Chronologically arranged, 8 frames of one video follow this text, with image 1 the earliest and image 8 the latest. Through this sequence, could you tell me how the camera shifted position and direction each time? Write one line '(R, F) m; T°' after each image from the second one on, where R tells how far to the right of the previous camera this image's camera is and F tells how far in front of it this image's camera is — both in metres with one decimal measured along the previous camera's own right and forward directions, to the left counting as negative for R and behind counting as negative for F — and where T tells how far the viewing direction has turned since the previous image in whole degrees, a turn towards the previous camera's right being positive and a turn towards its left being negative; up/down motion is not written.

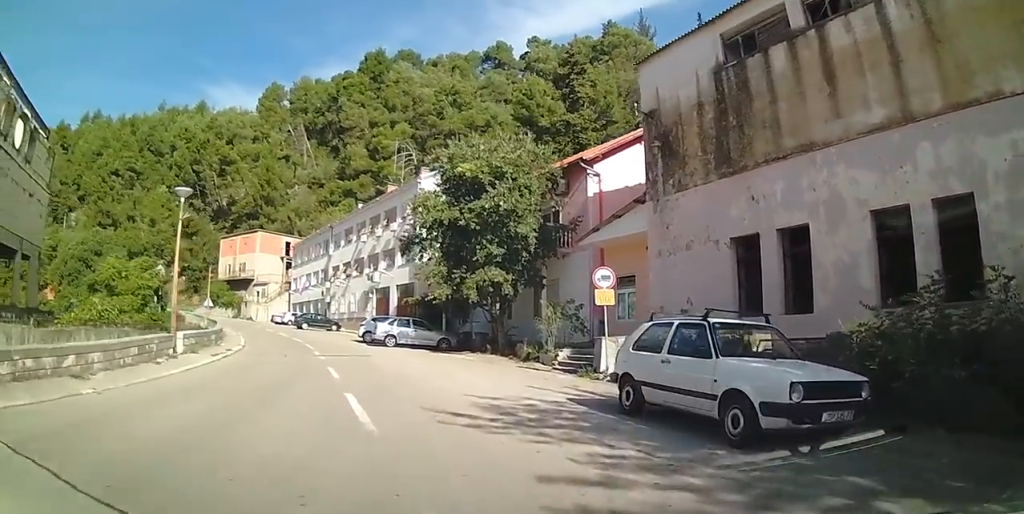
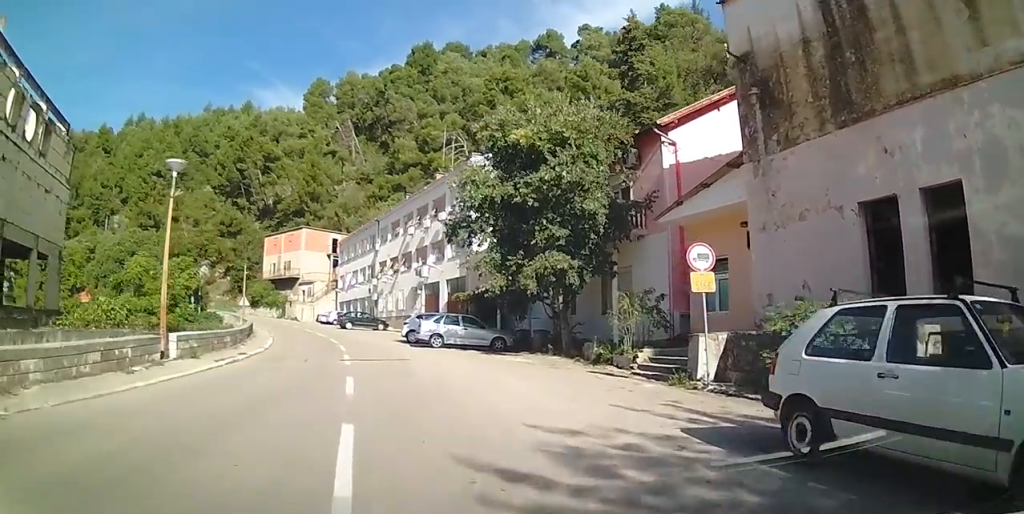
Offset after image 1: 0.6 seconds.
(-0.3, +2.9) m; -5°
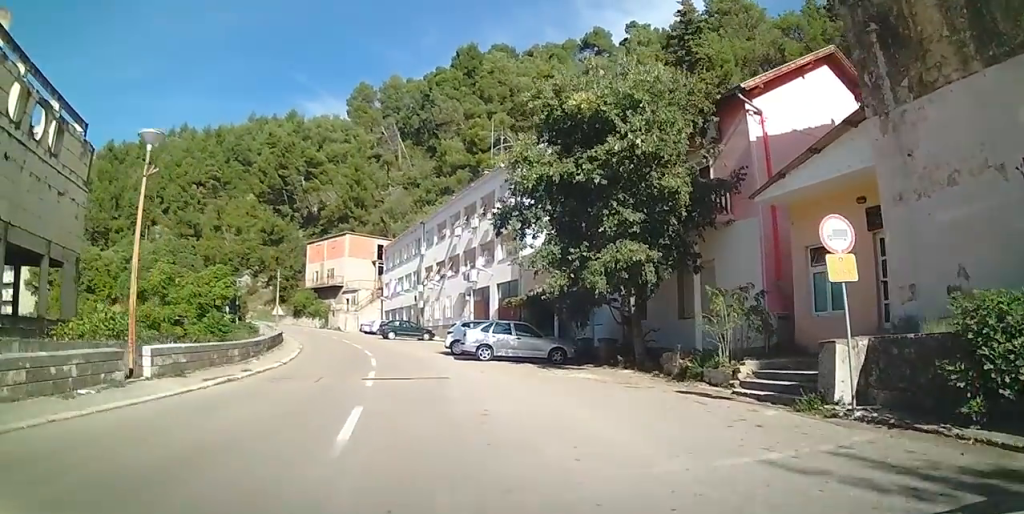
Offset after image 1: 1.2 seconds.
(-0.2, +3.1) m; -4°
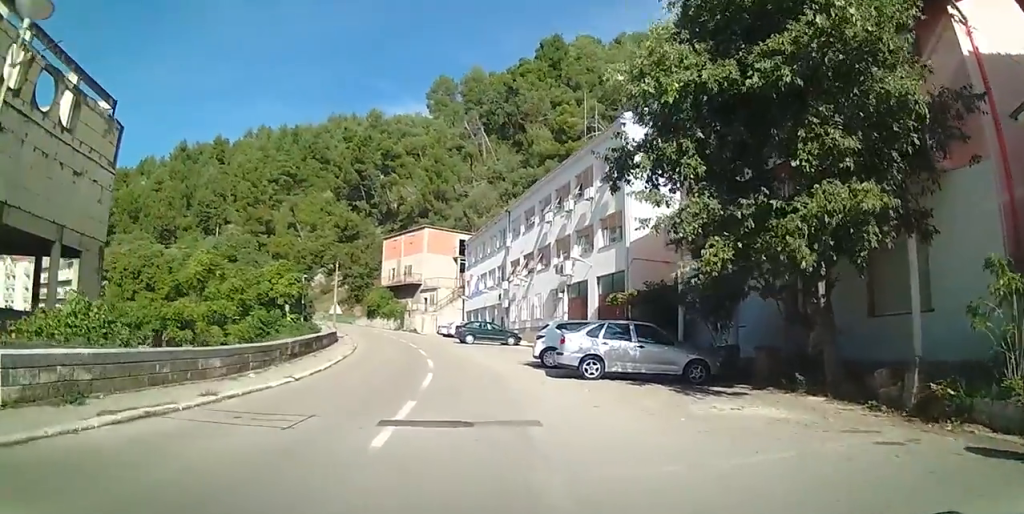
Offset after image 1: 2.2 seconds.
(0.0, +6.3) m; -3°
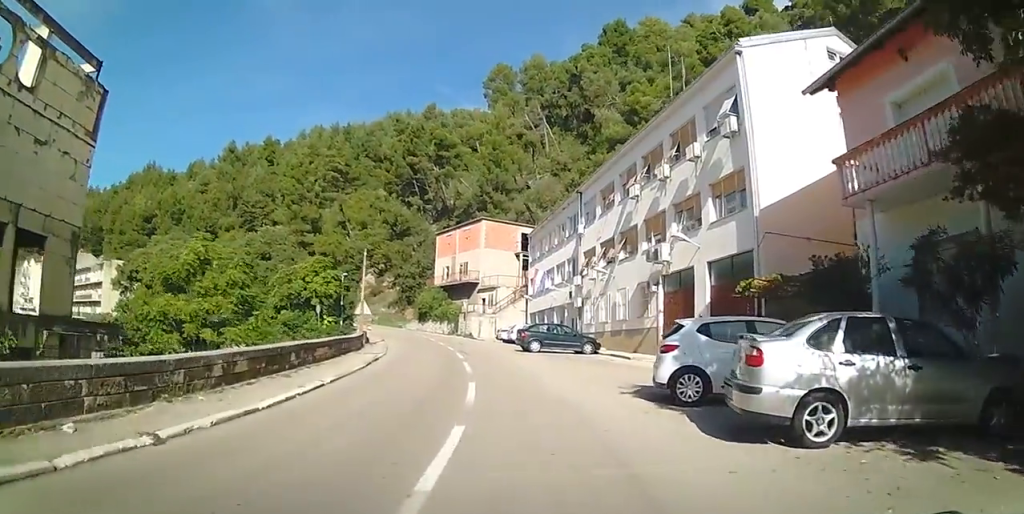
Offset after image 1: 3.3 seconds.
(-0.4, +7.9) m; -8°
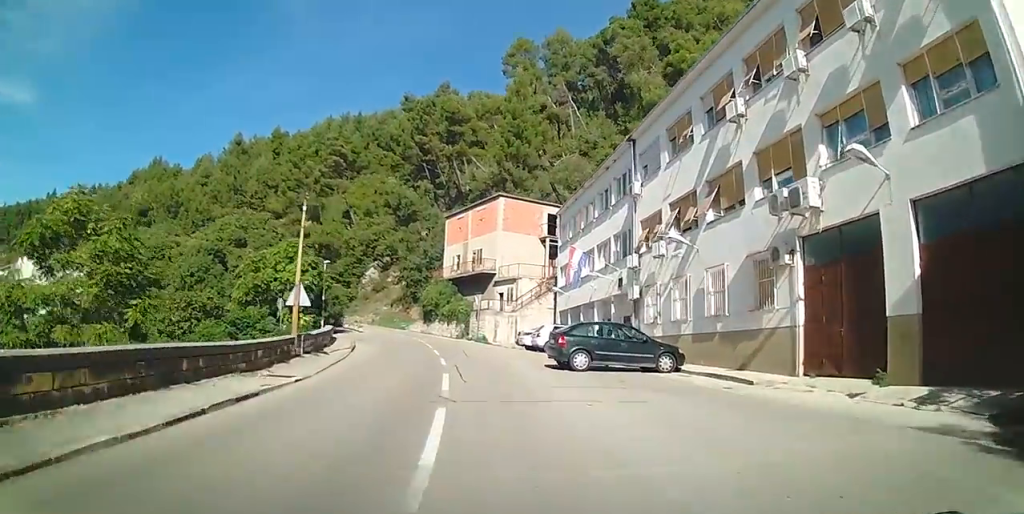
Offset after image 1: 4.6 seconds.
(-0.9, +11.0) m; -5°
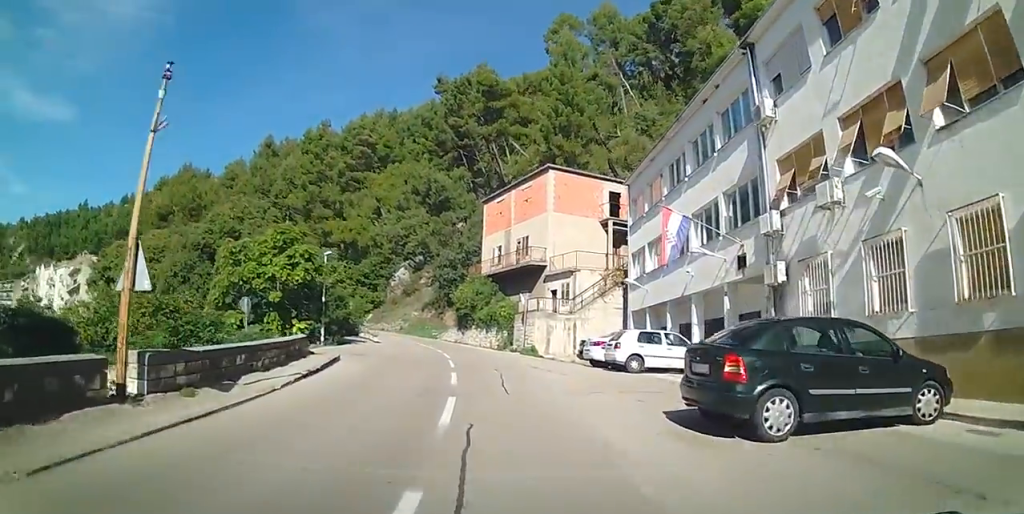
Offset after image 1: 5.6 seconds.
(-0.1, +10.1) m; -4°
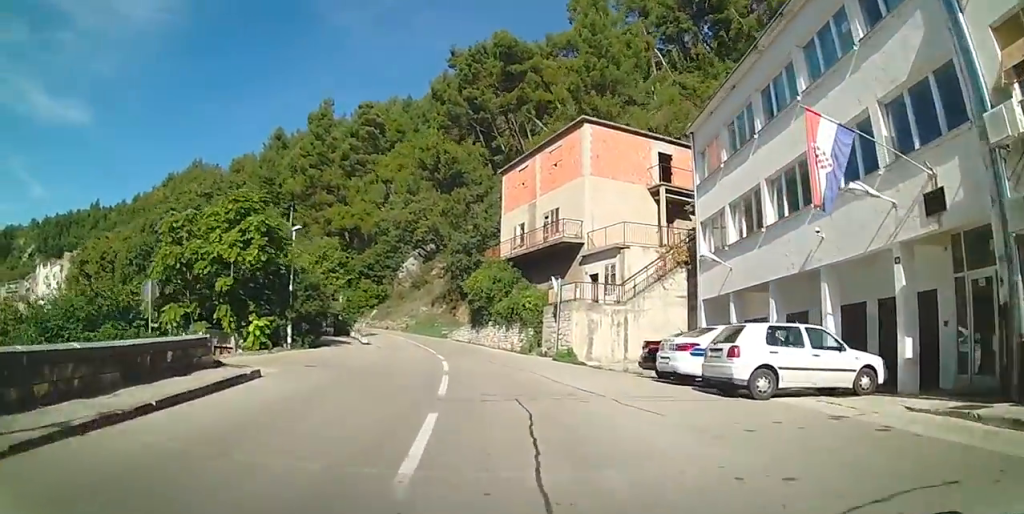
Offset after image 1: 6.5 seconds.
(-0.4, +8.4) m; -6°
